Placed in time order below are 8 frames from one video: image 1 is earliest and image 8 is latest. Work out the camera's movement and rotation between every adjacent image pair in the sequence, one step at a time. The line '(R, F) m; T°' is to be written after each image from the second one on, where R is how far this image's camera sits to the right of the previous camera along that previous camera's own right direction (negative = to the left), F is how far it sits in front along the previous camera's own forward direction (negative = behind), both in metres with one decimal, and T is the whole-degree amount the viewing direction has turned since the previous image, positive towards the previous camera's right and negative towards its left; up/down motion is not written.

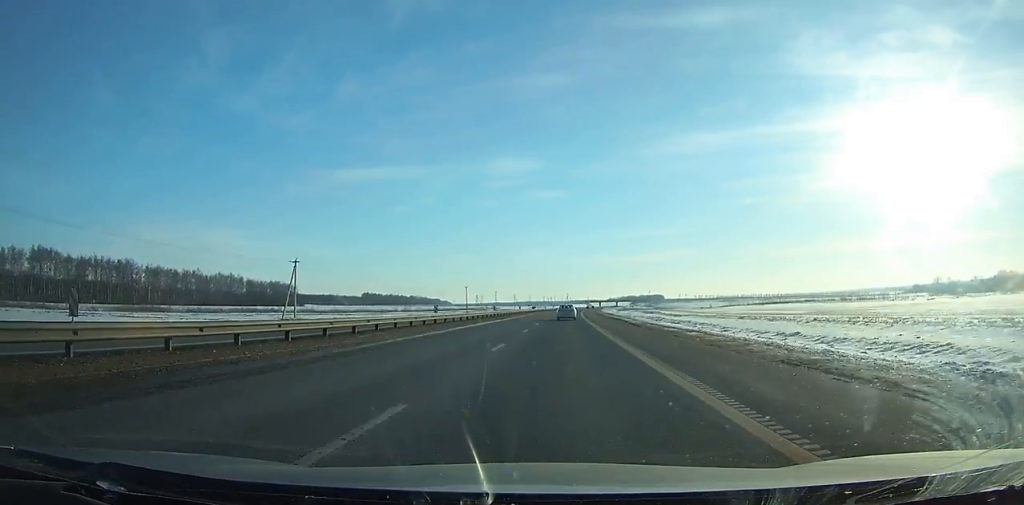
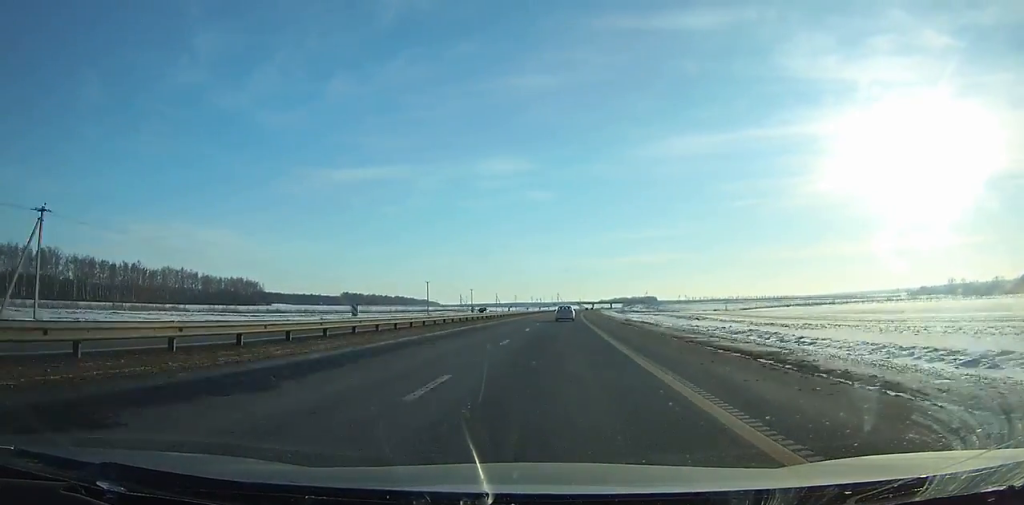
(+0.4, +45.5) m; +1°
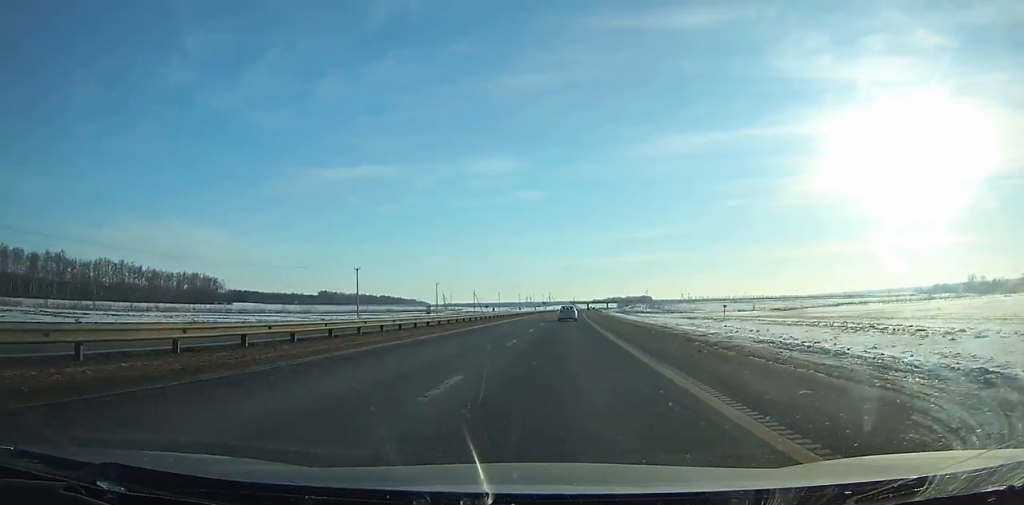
(+0.2, +48.7) m; +1°
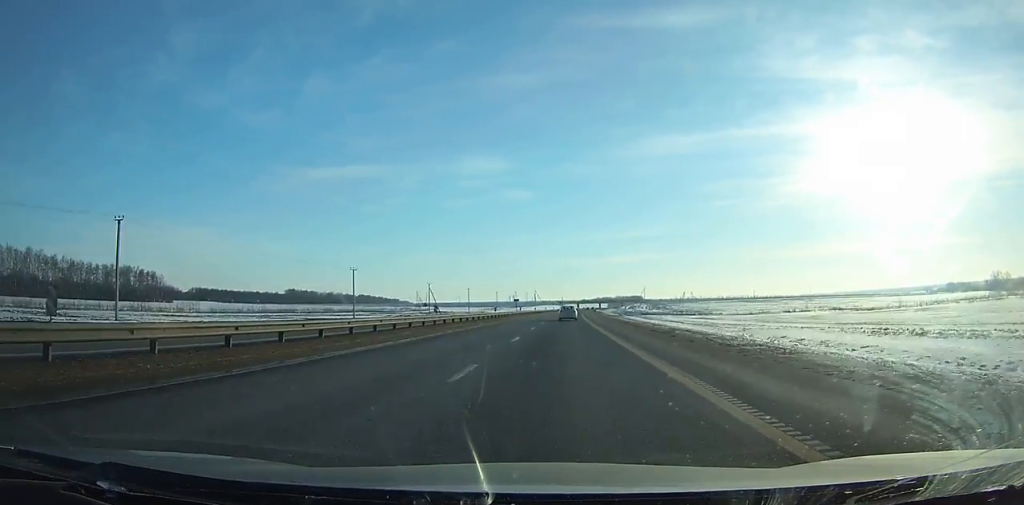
(+0.8, +58.4) m; +1°
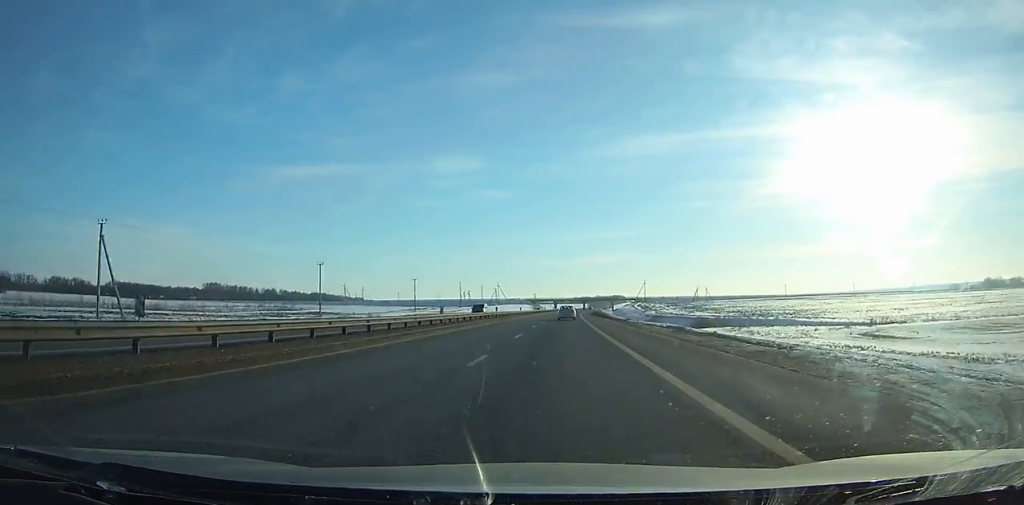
(+2.3, +118.3) m; +2°
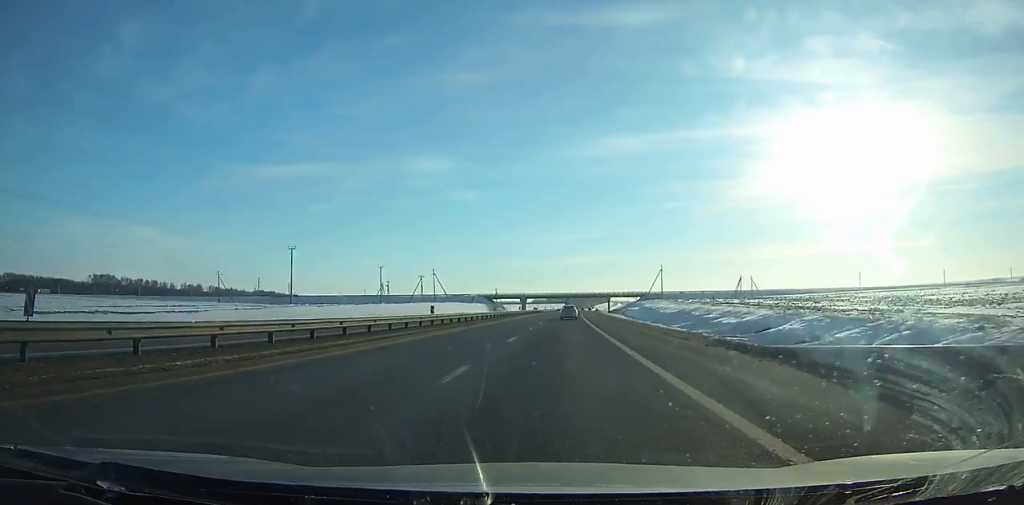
(+2.2, +123.7) m; +2°
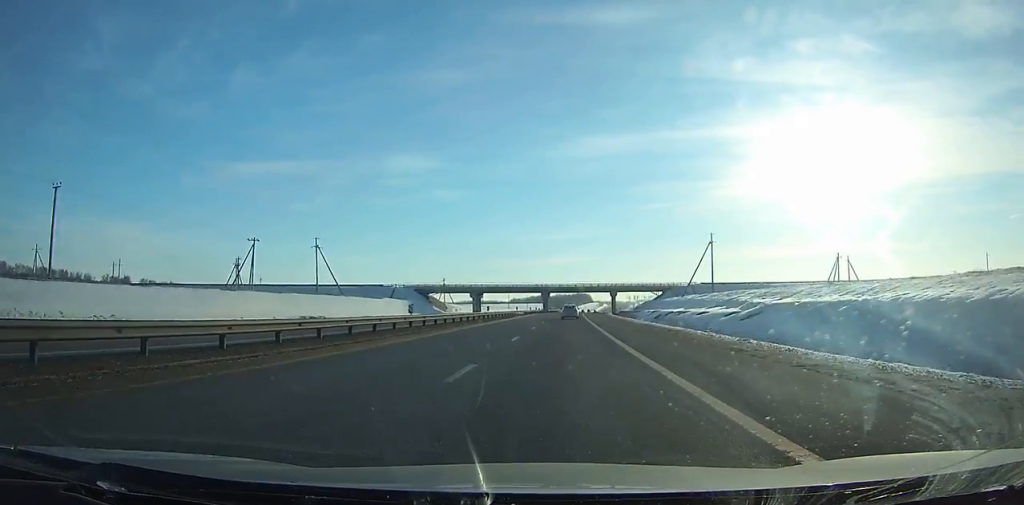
(+1.7, +96.2) m; +2°
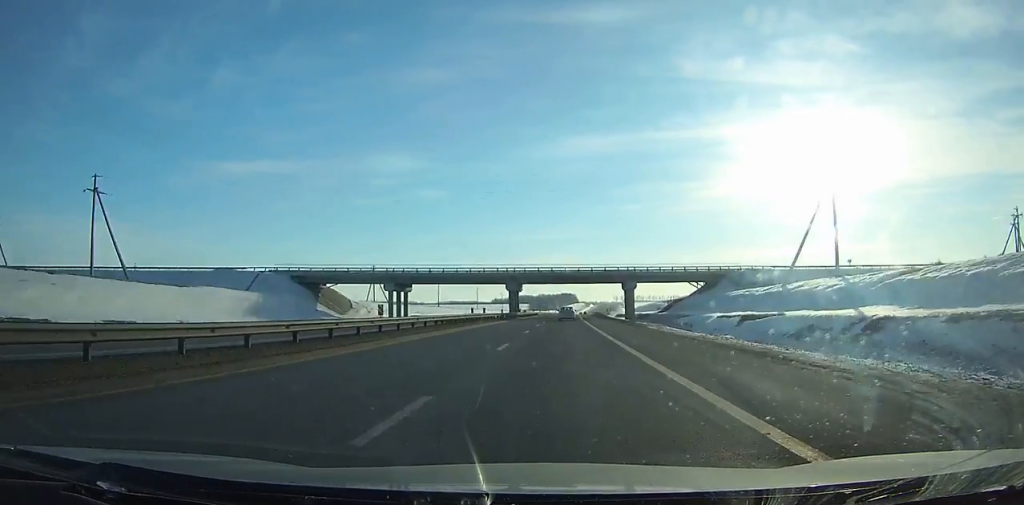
(+0.8, +64.4) m; +1°
